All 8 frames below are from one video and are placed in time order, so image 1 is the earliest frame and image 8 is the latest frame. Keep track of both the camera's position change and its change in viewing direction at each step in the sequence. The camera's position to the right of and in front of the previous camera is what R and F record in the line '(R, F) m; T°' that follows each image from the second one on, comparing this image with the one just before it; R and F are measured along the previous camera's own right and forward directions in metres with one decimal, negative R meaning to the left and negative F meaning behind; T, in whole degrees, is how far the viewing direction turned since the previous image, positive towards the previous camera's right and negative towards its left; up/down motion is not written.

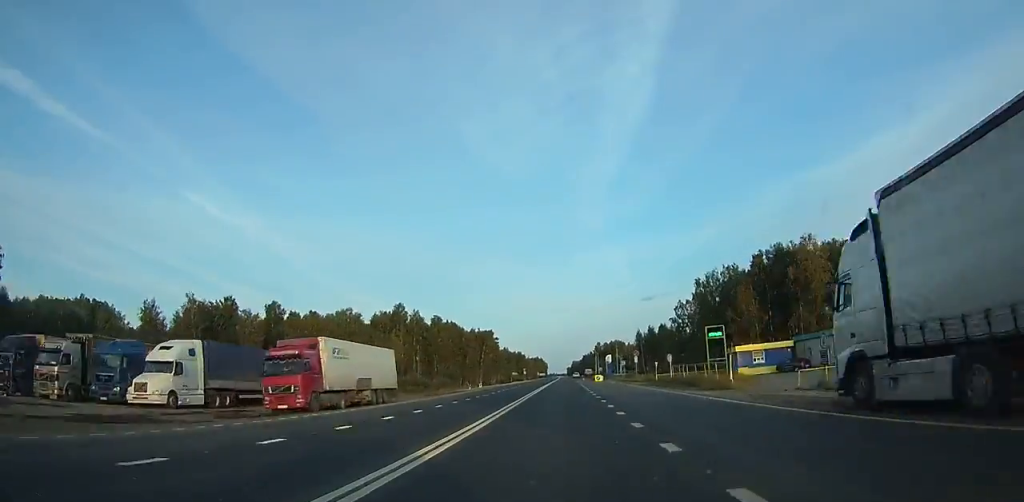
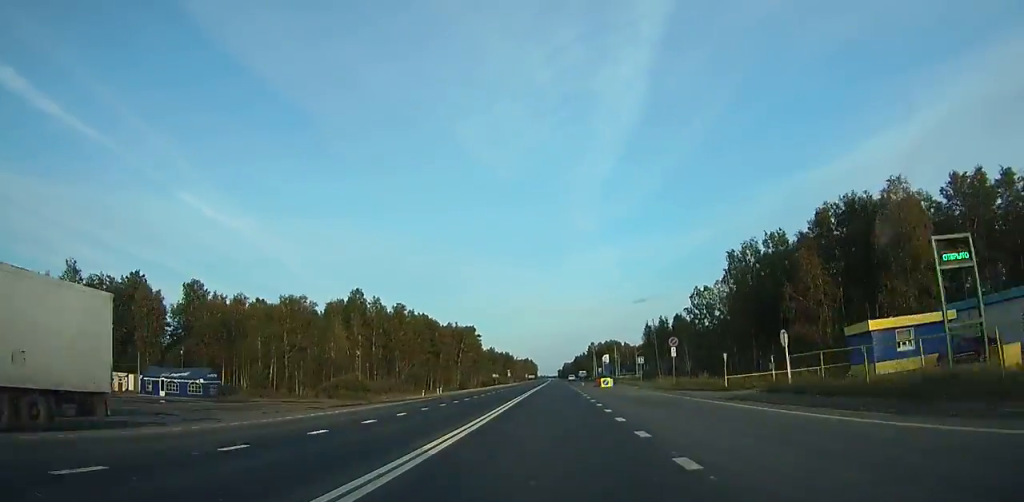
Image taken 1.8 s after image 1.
(+0.3, +29.1) m; +1°
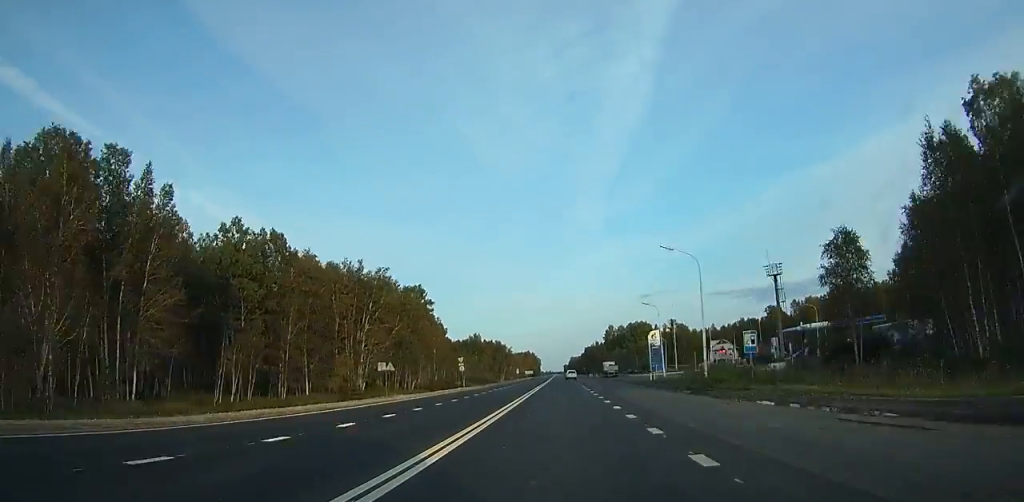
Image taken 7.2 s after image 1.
(0.0, +93.3) m; -1°
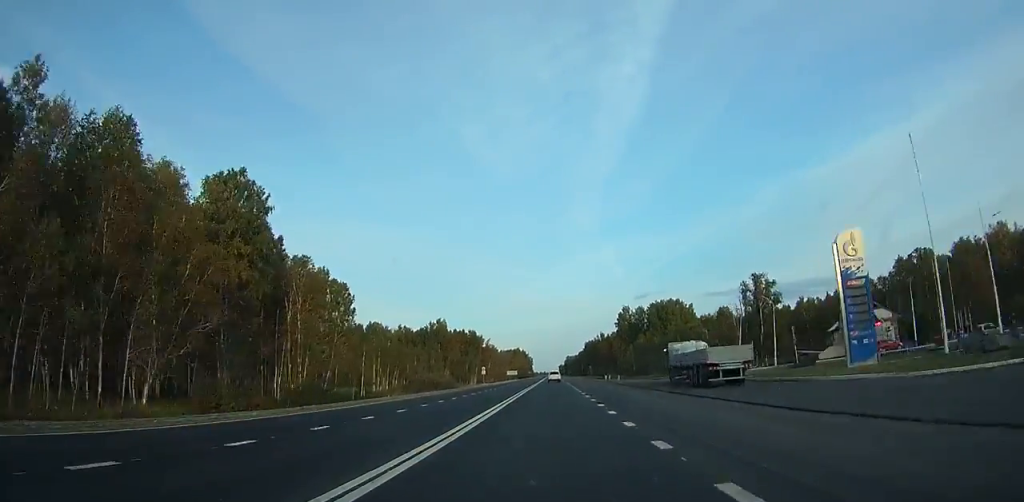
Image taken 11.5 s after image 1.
(-0.1, +77.0) m; +1°
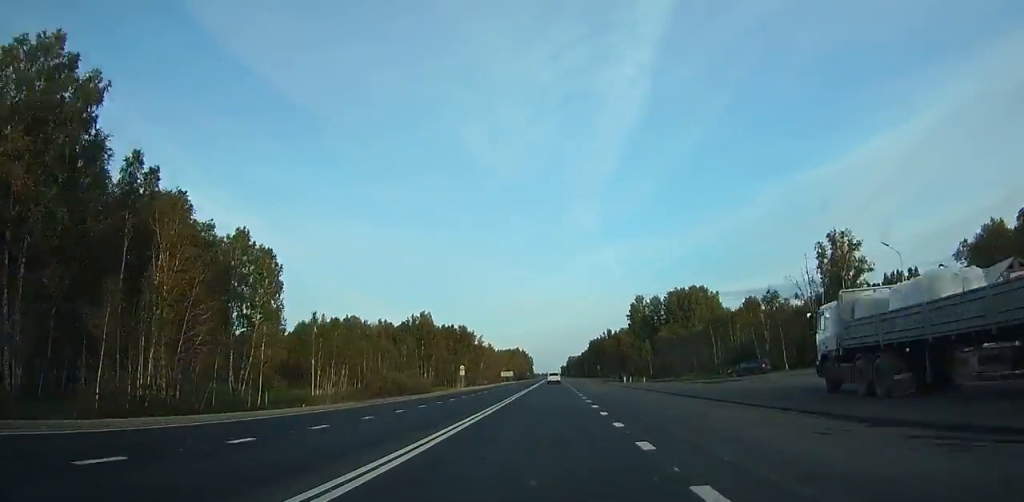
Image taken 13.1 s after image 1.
(+0.3, +28.9) m; +1°
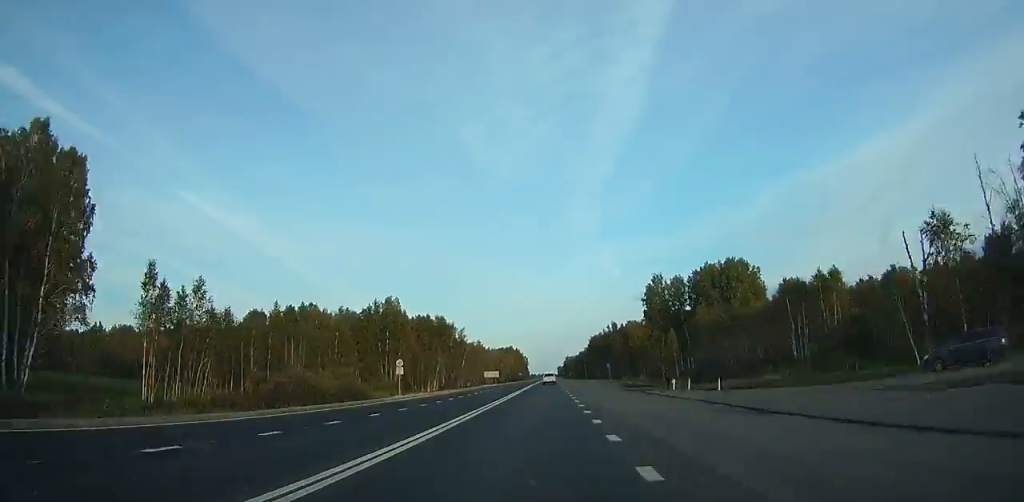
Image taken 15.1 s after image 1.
(+0.3, +36.3) m; 0°
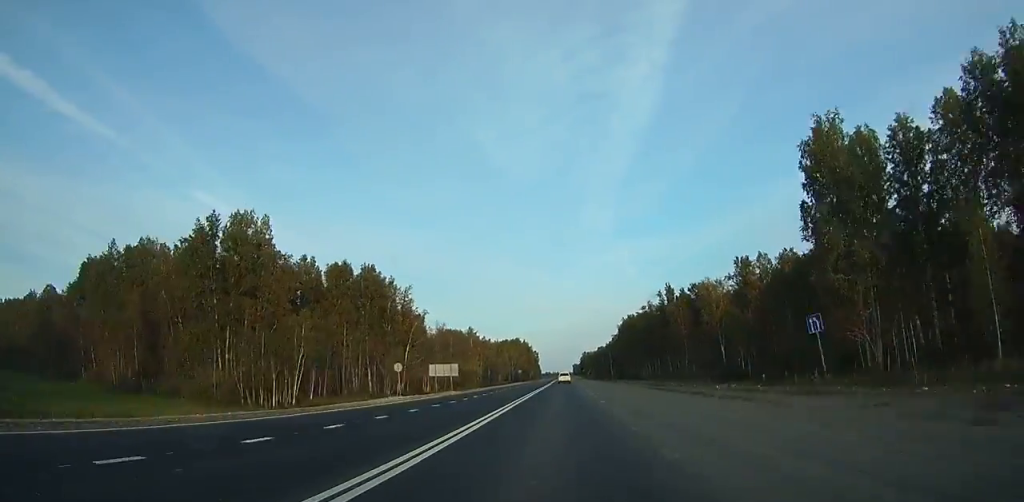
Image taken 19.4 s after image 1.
(-0.7, +79.4) m; -1°
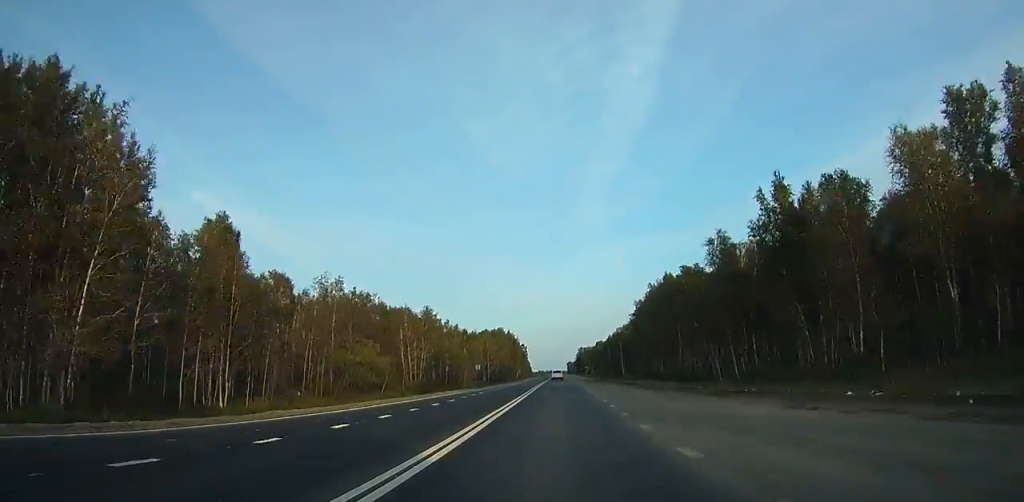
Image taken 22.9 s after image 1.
(-0.2, +67.5) m; 0°
